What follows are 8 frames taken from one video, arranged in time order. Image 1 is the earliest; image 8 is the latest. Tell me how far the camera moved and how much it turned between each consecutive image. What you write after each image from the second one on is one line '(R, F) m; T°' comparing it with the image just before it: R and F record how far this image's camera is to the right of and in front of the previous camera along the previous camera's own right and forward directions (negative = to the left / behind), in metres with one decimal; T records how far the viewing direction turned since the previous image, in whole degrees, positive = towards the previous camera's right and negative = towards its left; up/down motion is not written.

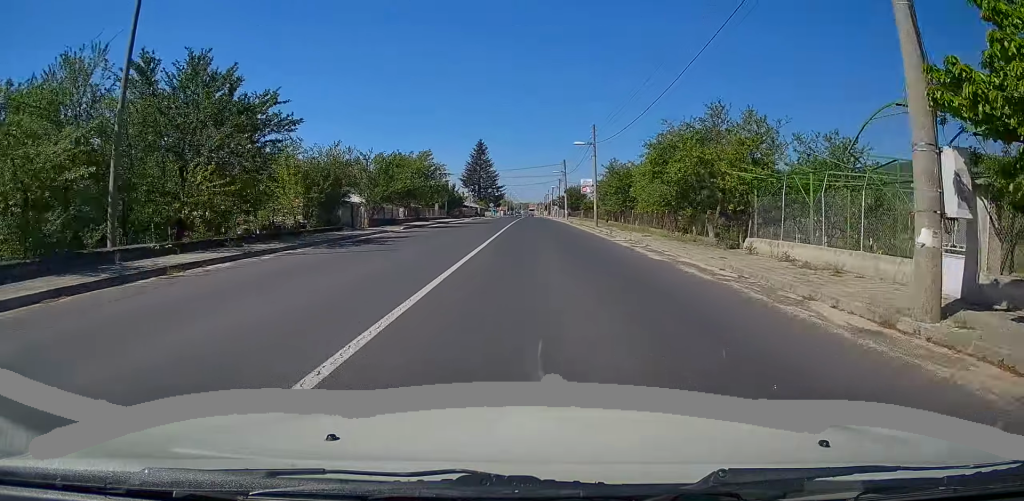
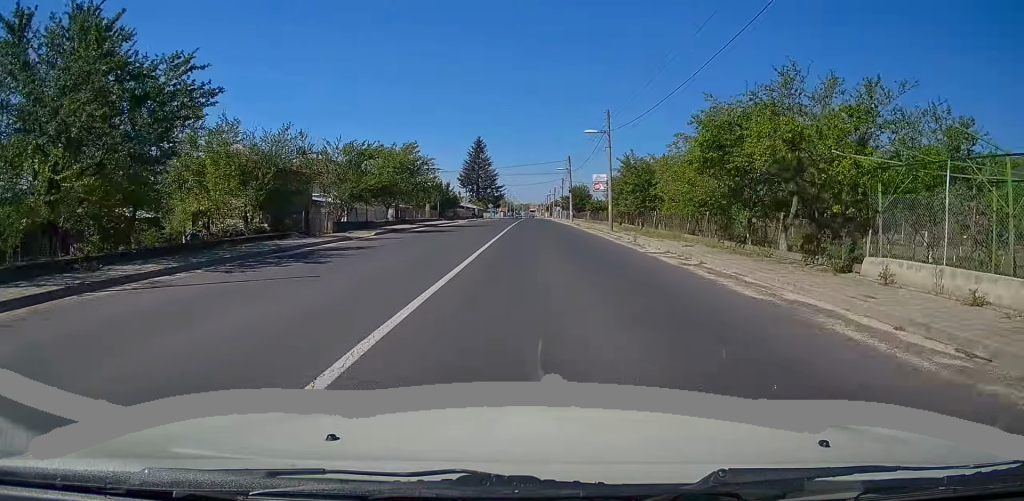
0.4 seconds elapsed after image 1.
(0.0, +6.6) m; 0°
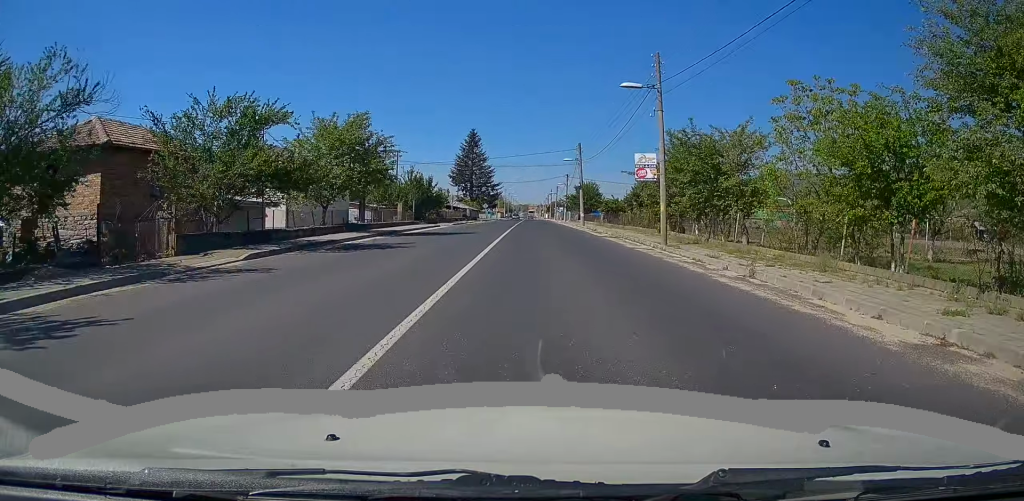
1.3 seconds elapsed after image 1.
(-0.1, +13.1) m; 0°
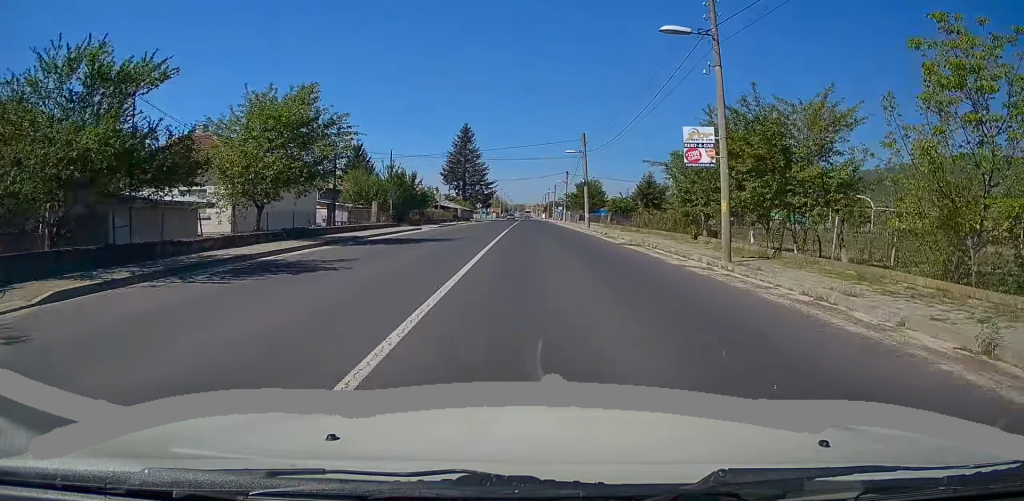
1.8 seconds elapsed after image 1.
(0.0, +7.0) m; +1°
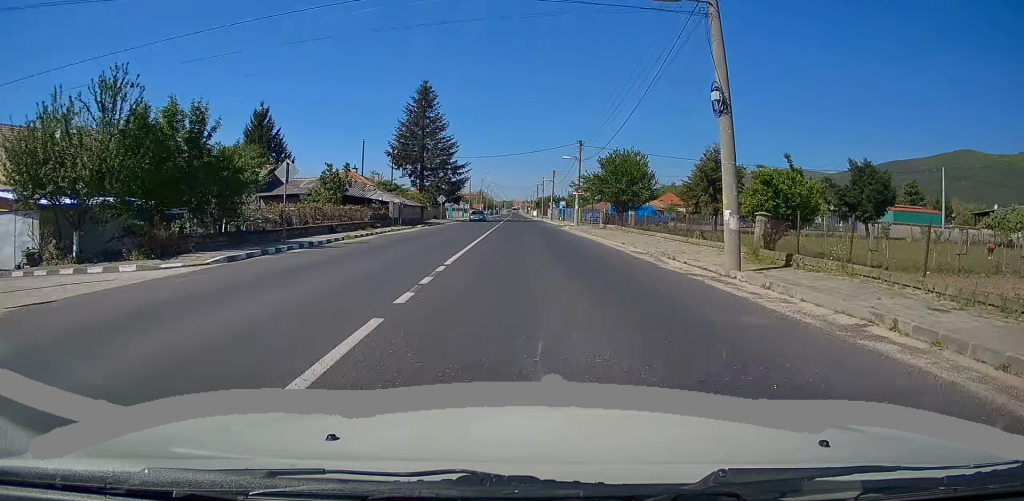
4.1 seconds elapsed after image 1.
(+1.0, +34.3) m; +1°
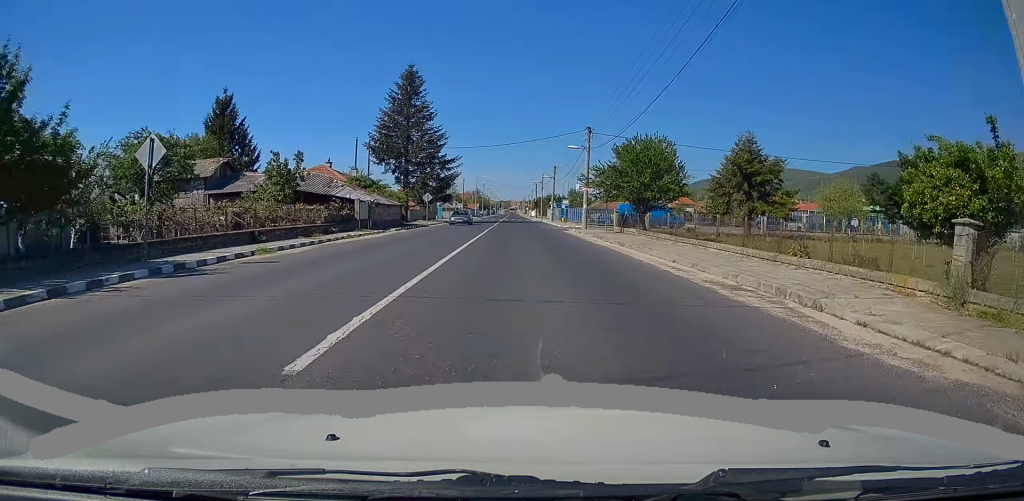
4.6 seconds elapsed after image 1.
(-0.1, +8.5) m; 0°
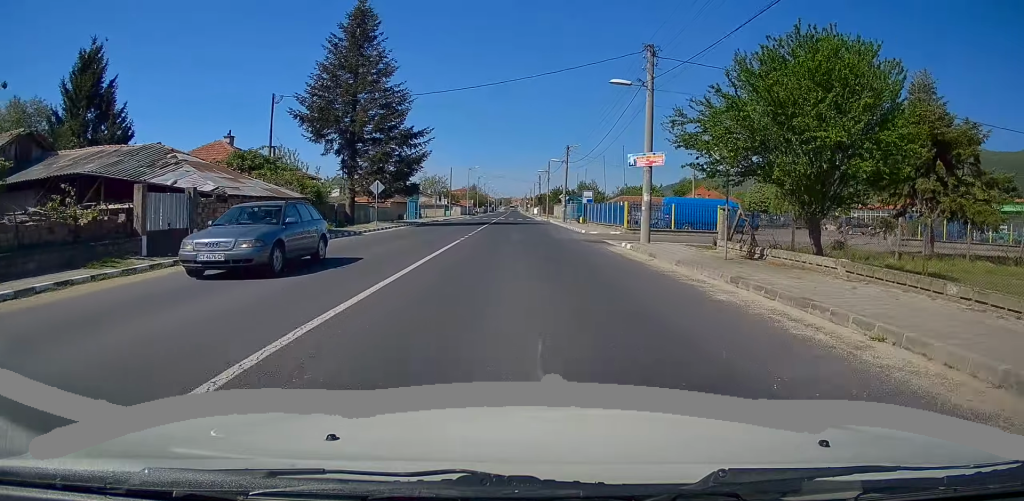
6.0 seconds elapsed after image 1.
(+0.2, +21.0) m; 0°
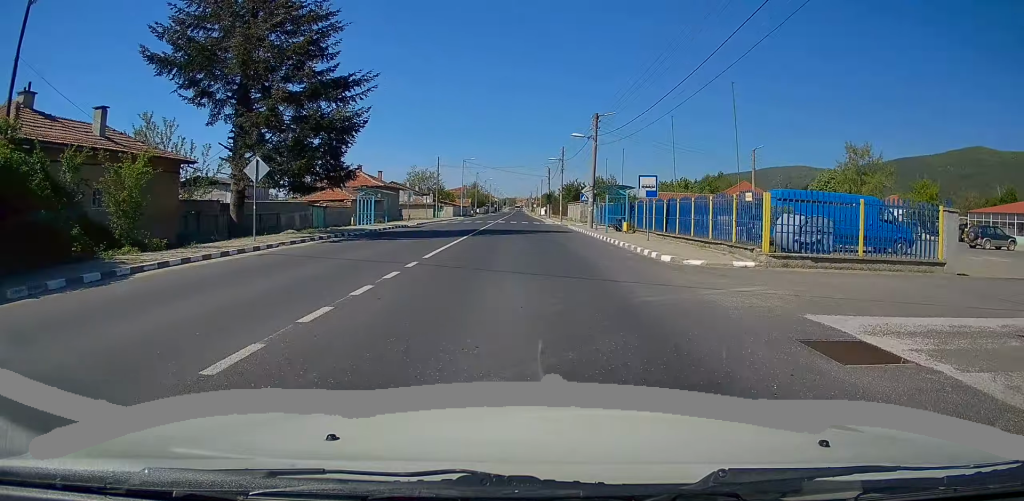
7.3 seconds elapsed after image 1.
(-0.3, +18.9) m; 0°
